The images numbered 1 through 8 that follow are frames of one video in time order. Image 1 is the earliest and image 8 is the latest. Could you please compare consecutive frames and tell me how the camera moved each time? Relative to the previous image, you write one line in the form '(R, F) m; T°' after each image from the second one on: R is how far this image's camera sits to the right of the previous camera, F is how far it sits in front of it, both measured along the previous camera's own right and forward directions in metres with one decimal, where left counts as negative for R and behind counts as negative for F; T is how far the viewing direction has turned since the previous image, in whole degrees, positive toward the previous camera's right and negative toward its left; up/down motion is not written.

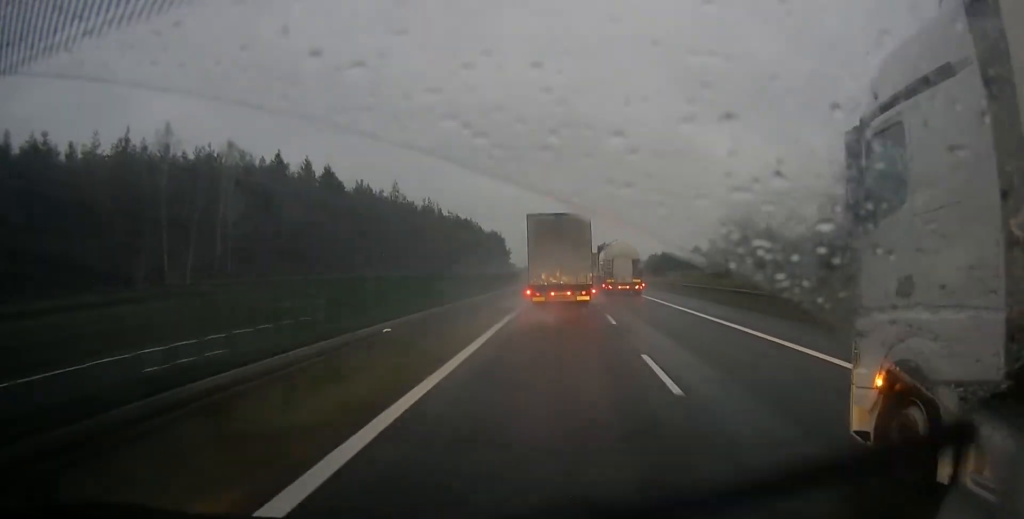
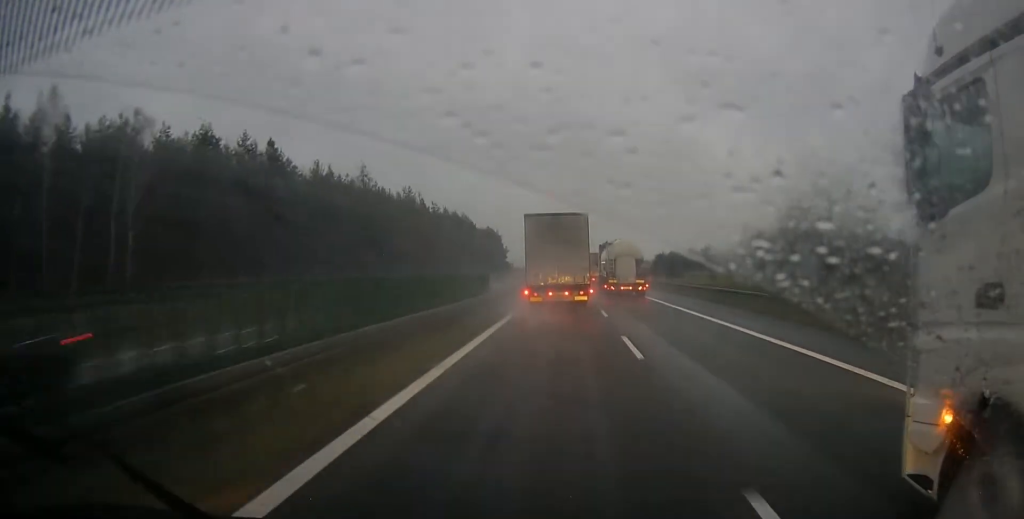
(-0.1, +20.7) m; -1°
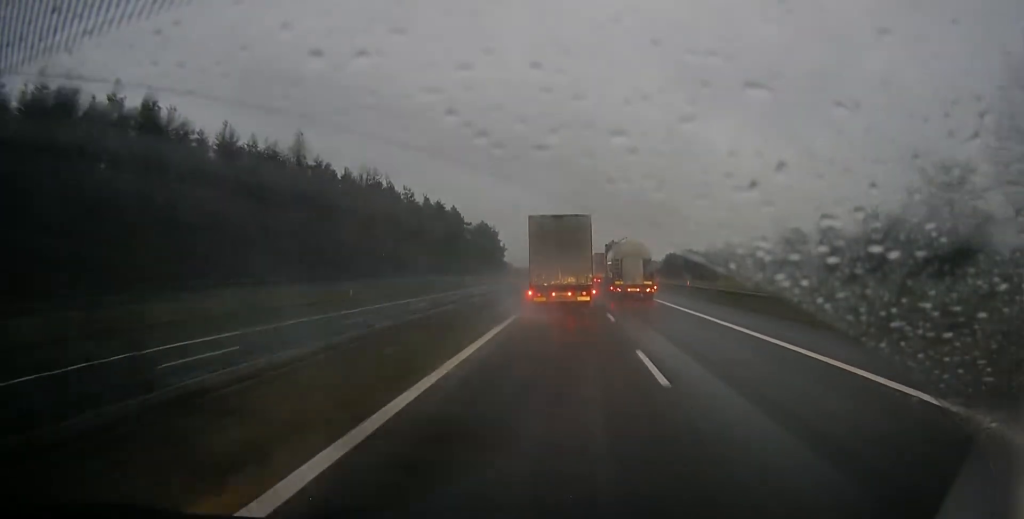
(-0.2, +26.9) m; 0°
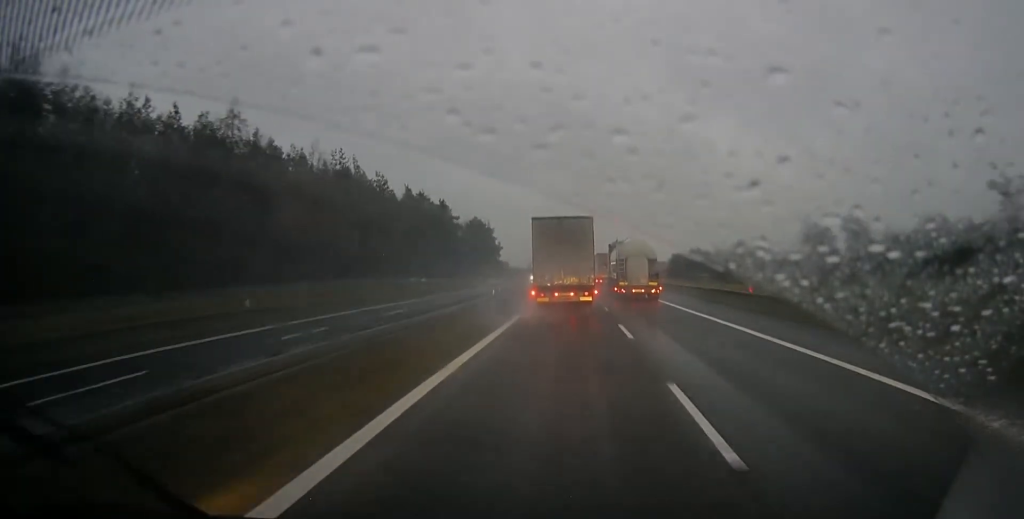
(0.0, +16.9) m; 0°
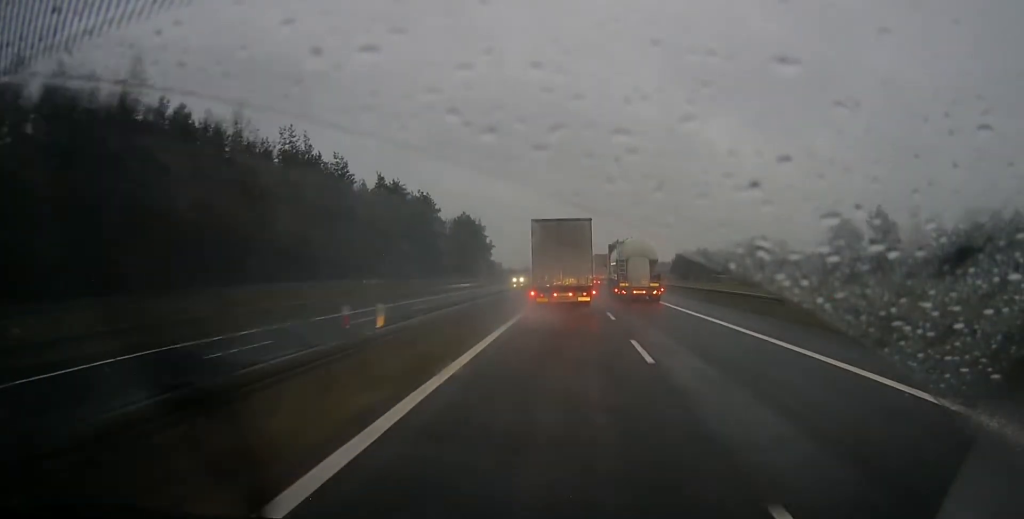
(0.0, +16.7) m; 0°
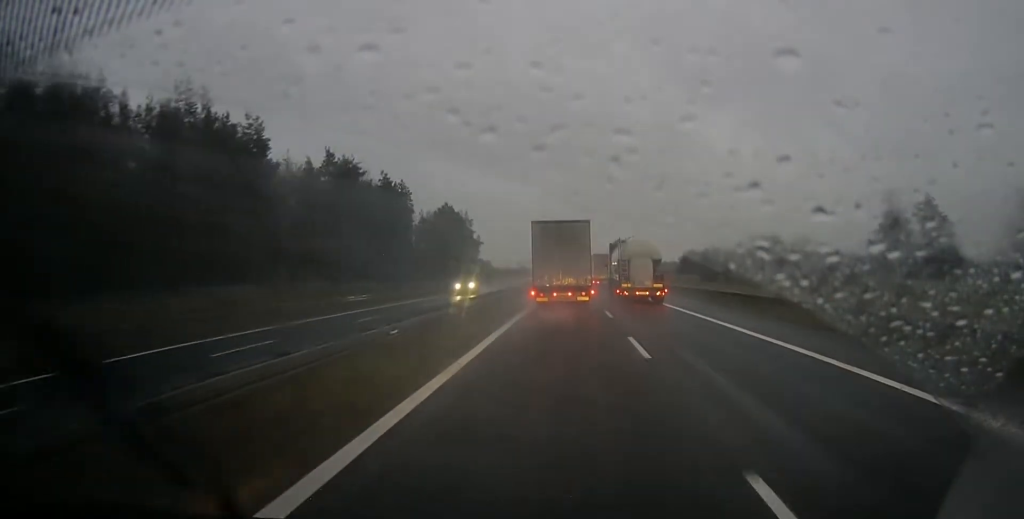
(0.0, +23.1) m; 0°
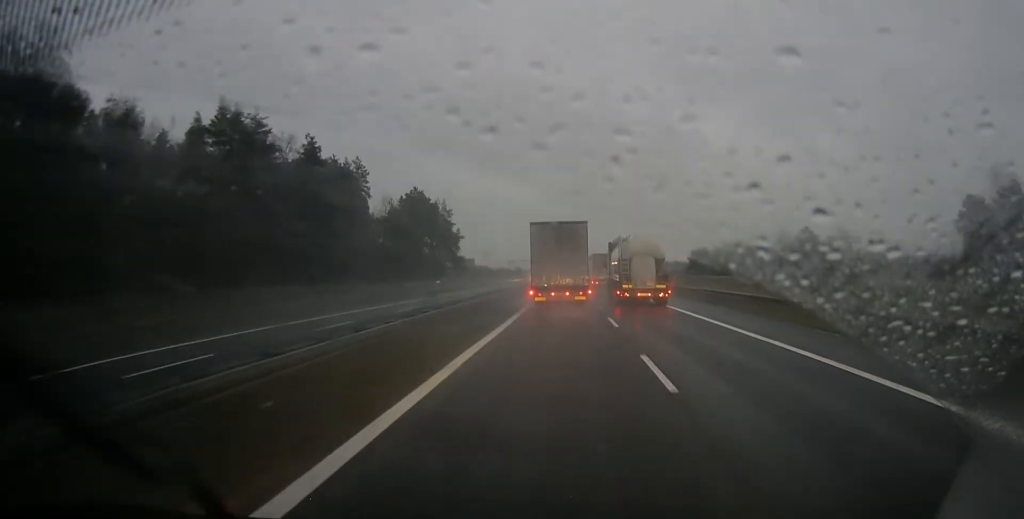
(+0.2, +28.2) m; +1°
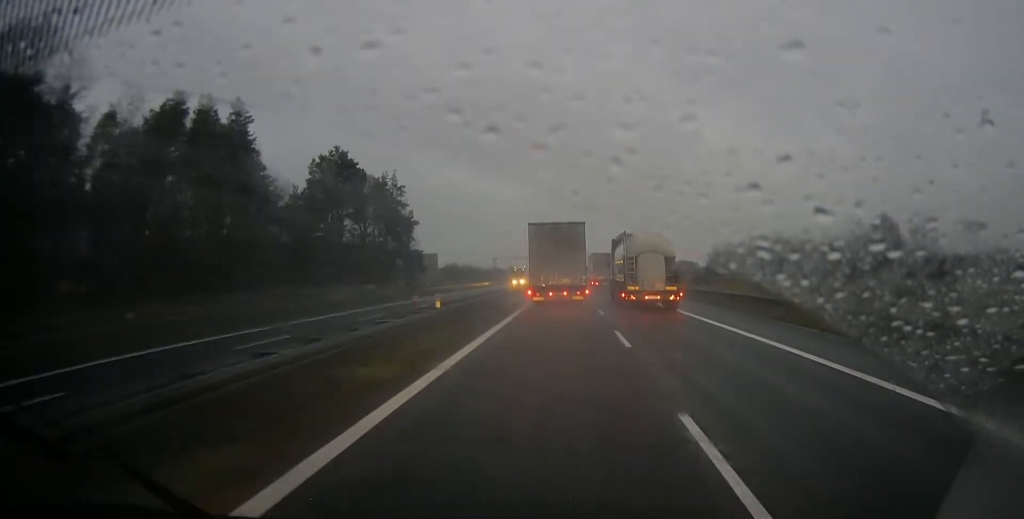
(-0.1, +41.8) m; 0°
